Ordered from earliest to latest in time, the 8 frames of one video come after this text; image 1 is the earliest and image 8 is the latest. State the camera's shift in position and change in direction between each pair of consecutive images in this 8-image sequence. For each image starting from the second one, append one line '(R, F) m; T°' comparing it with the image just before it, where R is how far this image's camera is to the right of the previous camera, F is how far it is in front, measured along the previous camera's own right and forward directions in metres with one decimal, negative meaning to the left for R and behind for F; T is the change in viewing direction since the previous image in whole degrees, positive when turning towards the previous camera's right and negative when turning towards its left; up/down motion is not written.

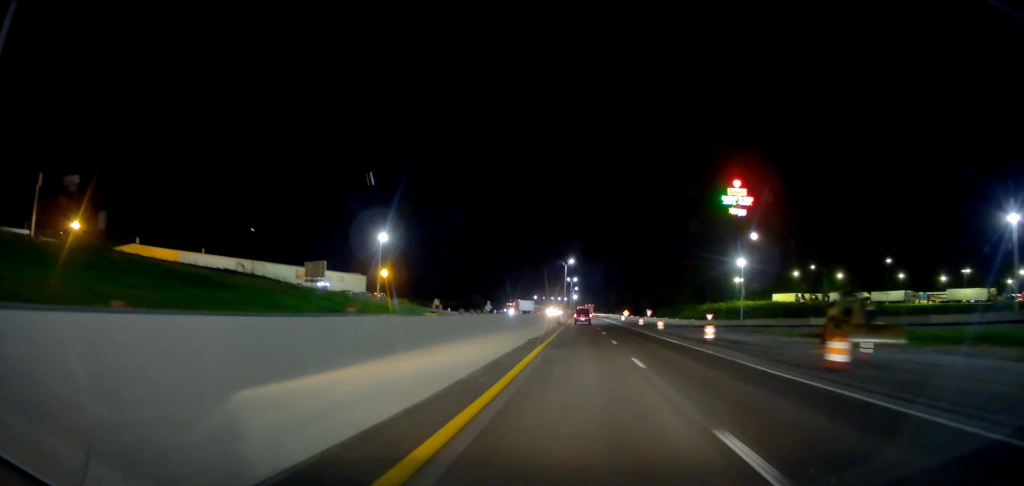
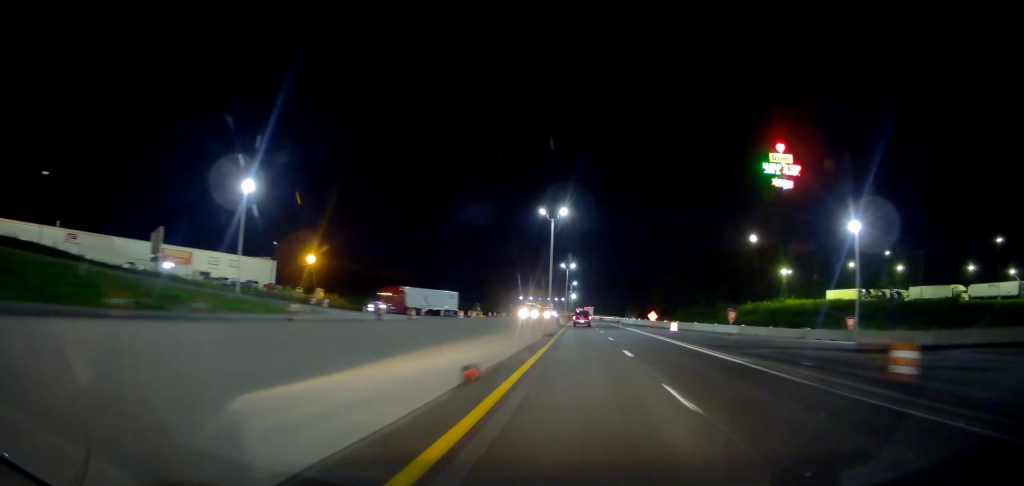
(+0.7, +55.1) m; 0°
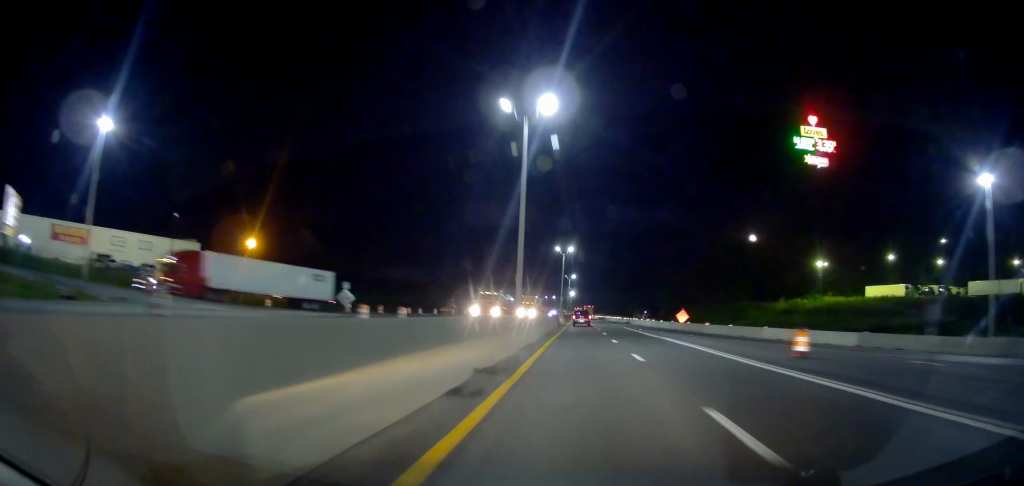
(-0.3, +28.8) m; 0°
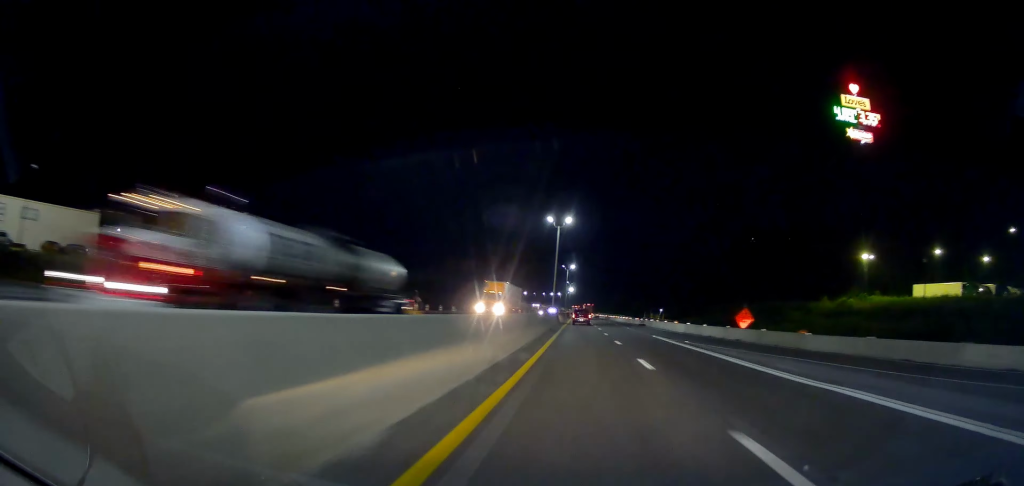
(+0.1, +25.8) m; +1°
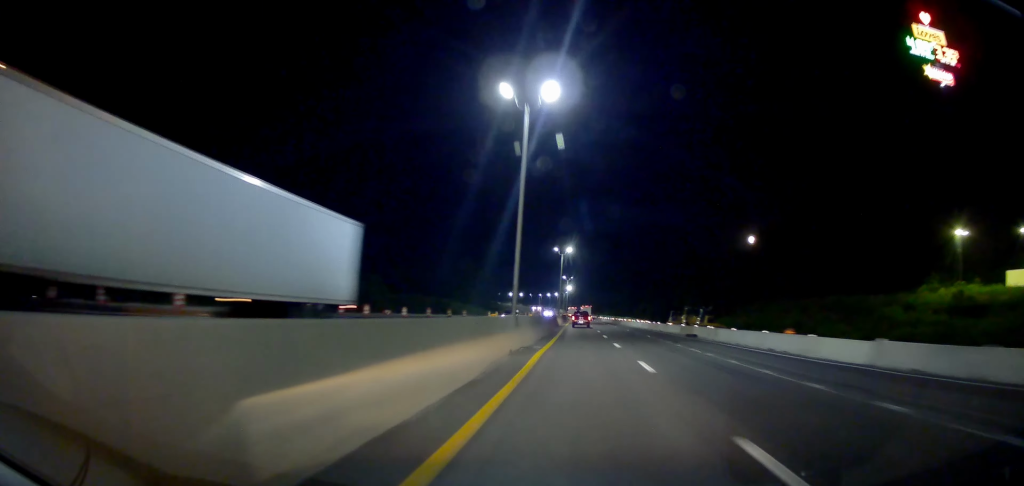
(+0.3, +36.2) m; +1°
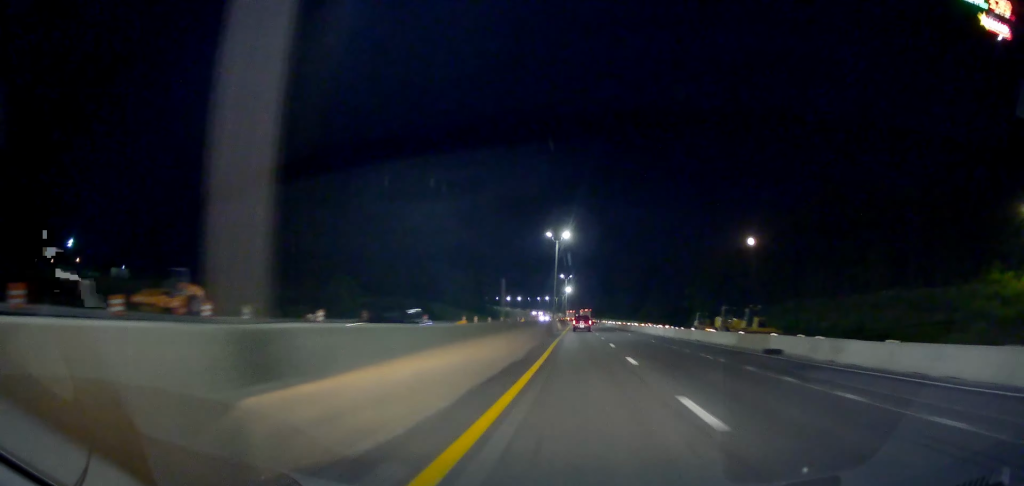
(0.0, +19.9) m; 0°
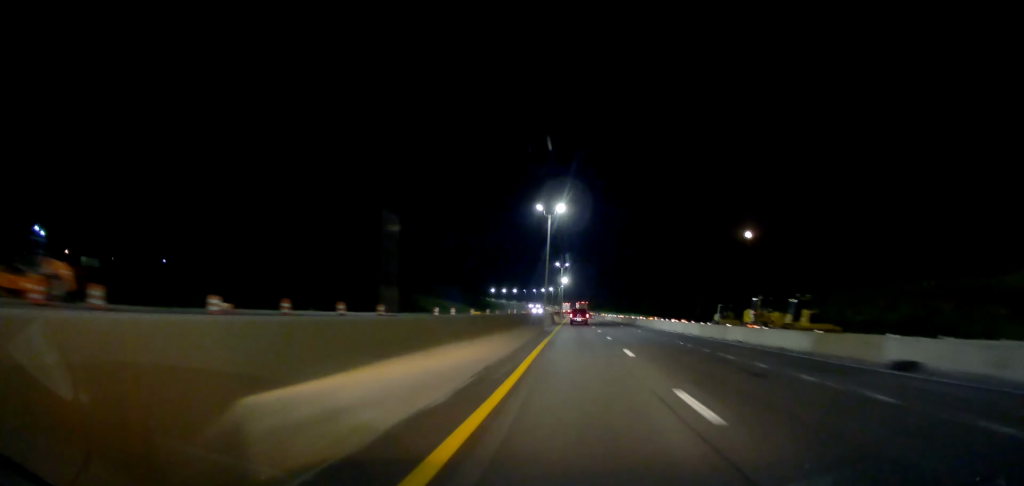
(0.0, +12.3) m; 0°
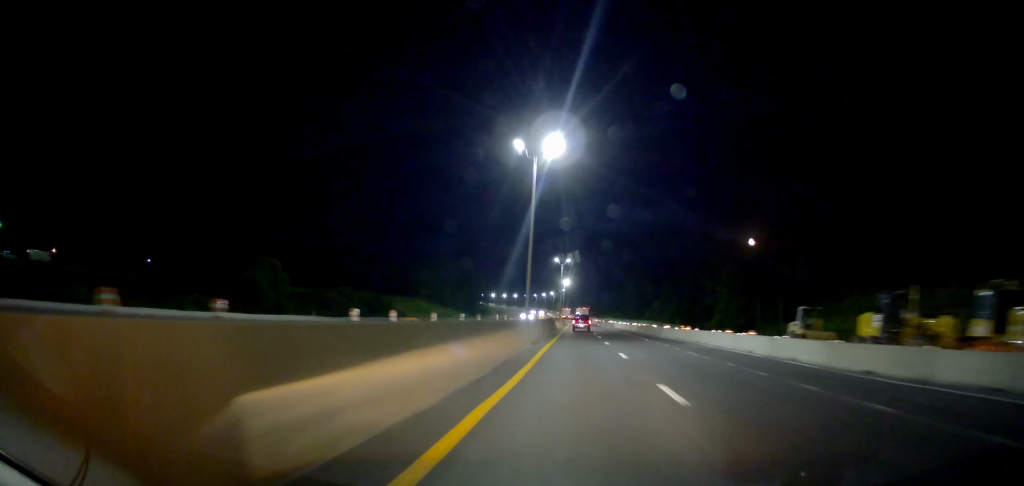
(0.0, +21.7) m; -1°
